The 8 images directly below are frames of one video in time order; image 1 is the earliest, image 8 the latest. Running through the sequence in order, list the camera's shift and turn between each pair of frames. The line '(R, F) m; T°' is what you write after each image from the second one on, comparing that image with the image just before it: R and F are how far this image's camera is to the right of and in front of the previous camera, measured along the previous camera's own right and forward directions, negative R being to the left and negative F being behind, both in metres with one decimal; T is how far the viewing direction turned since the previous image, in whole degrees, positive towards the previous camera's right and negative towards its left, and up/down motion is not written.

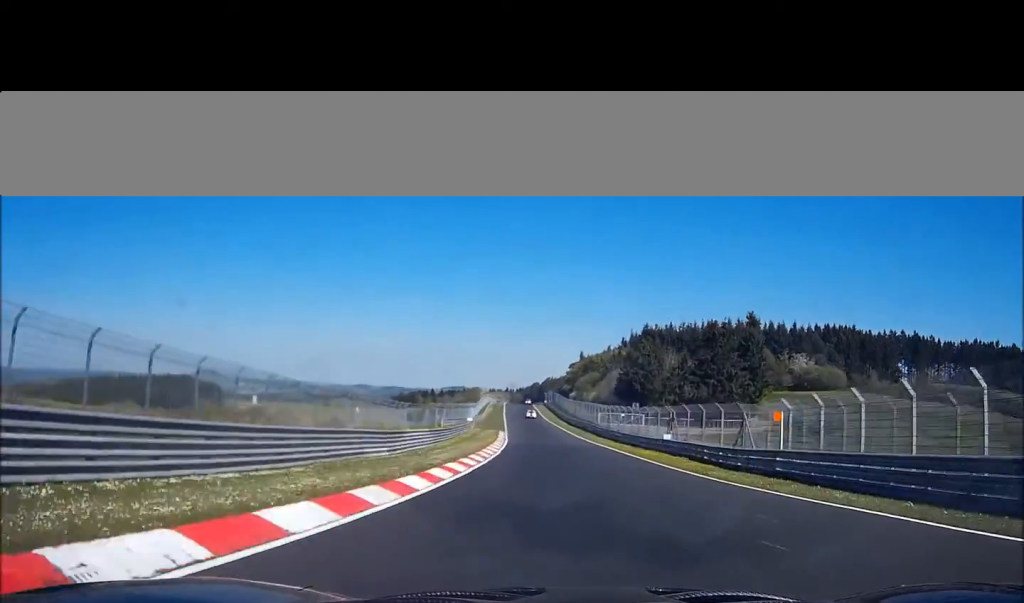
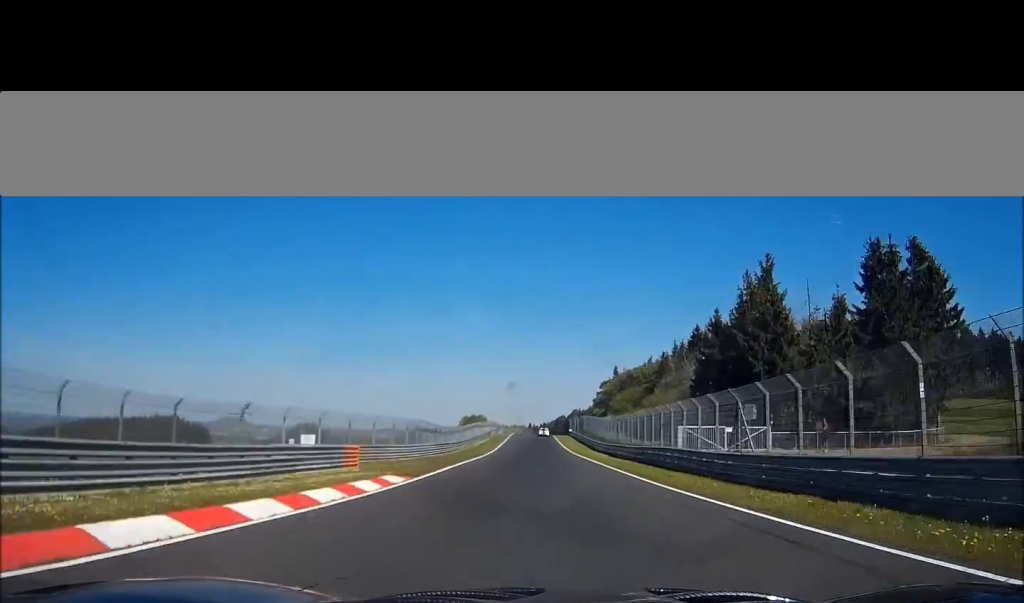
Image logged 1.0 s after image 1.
(-0.9, +56.3) m; -2°
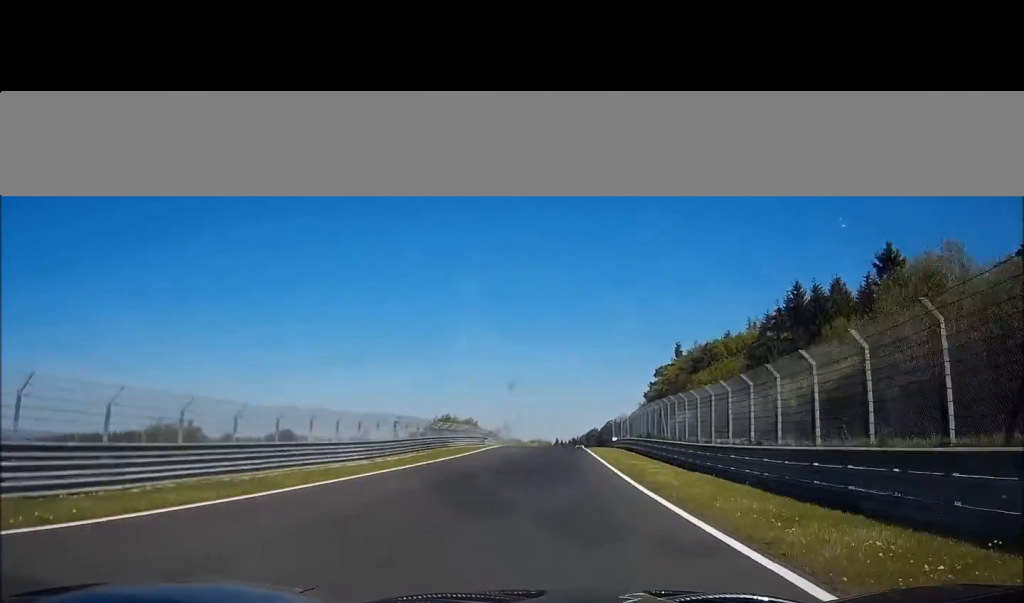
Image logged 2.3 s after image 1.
(-1.3, +69.0) m; -2°
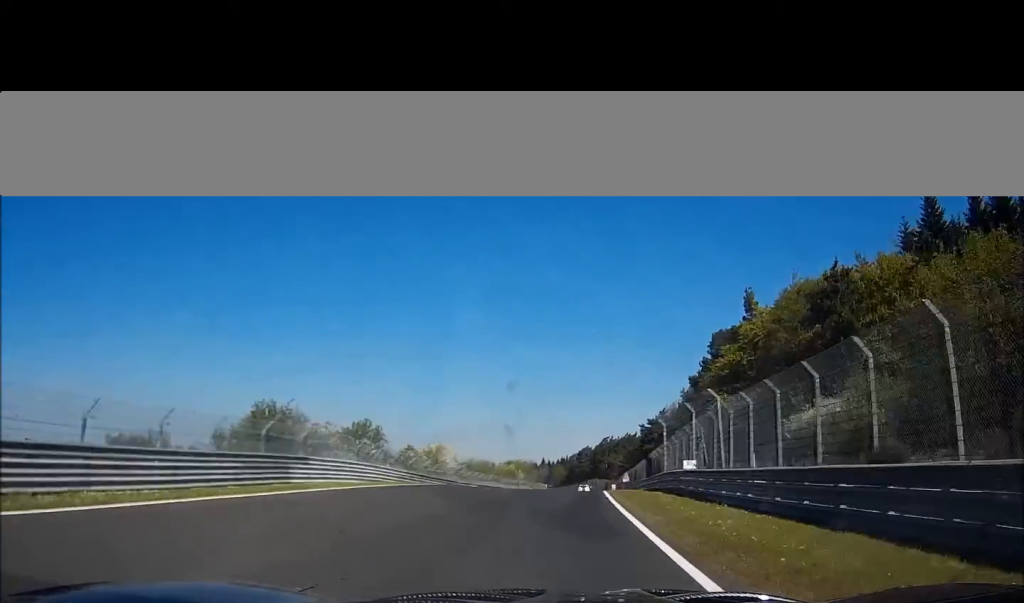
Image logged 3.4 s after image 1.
(+0.1, +56.9) m; +1°
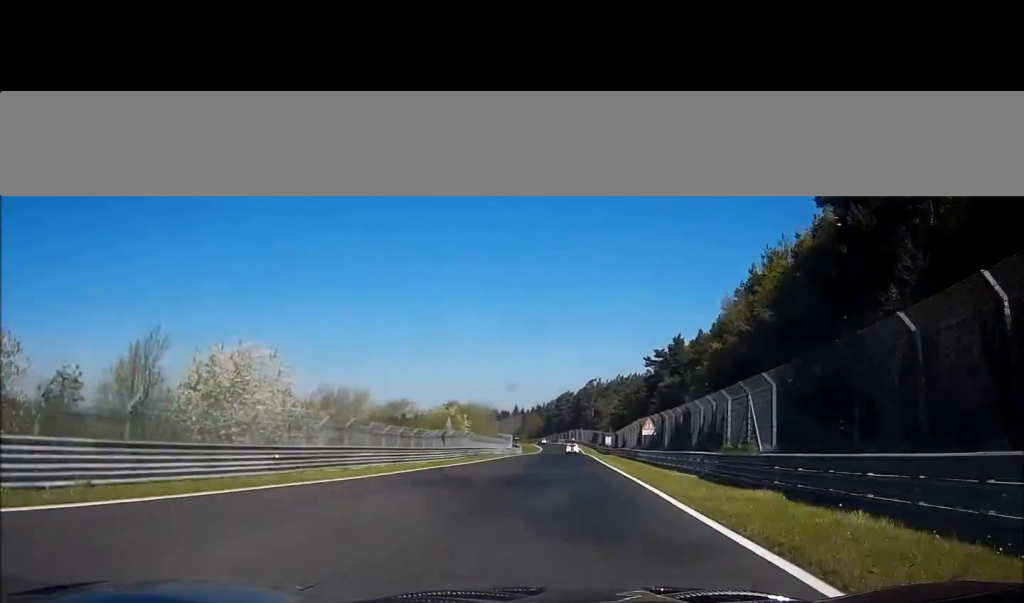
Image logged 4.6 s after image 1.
(+0.7, +56.8) m; 0°
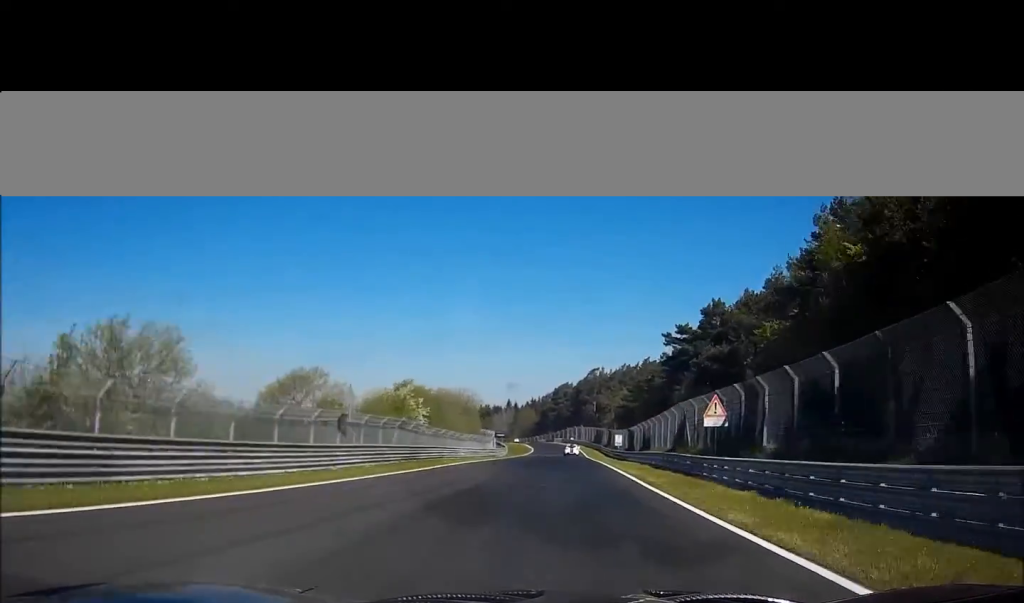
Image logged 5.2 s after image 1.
(+0.4, +28.5) m; -4°
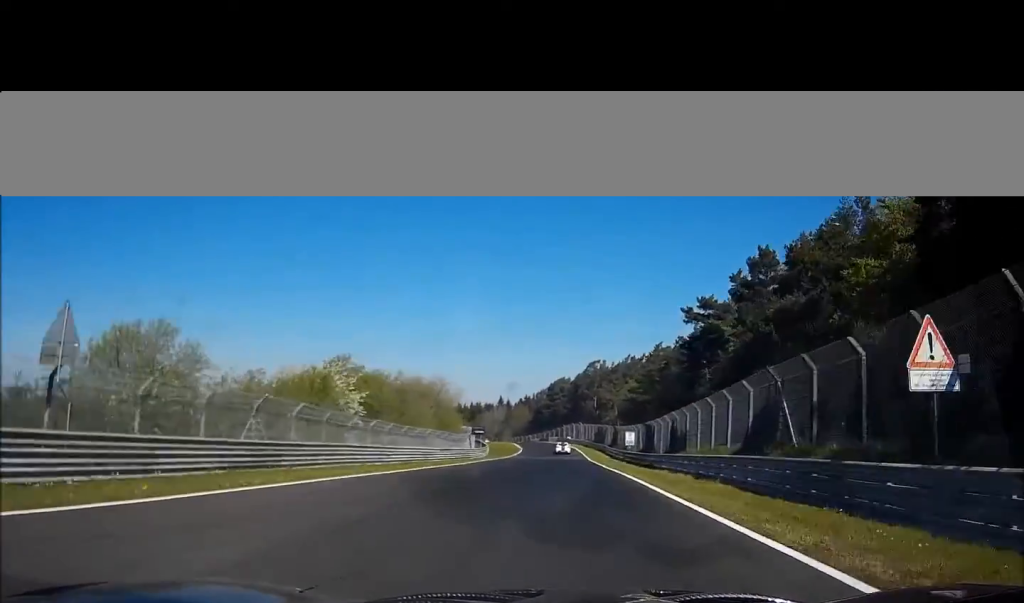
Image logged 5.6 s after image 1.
(+0.1, +21.6) m; -3°
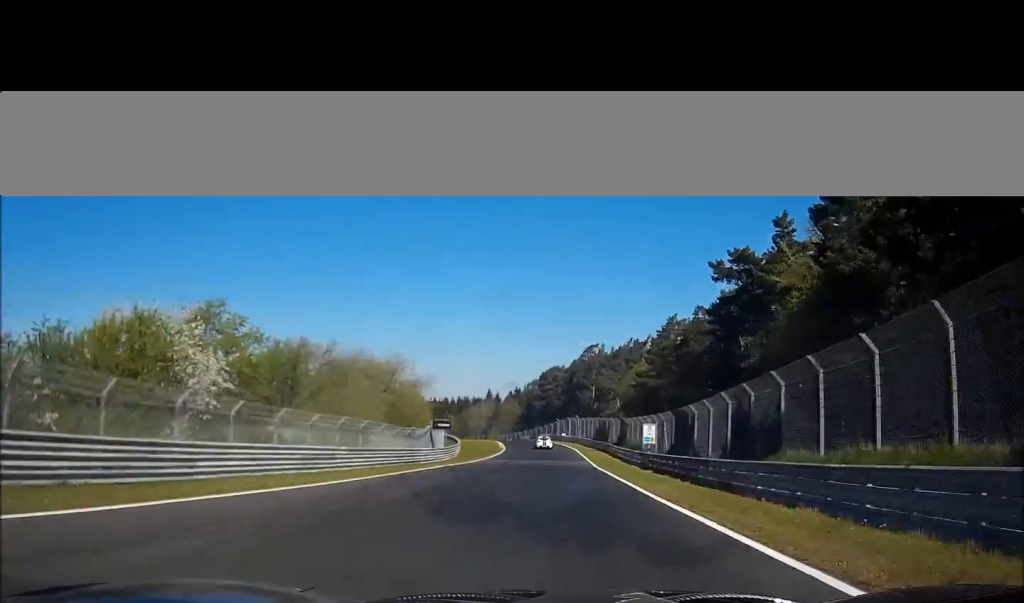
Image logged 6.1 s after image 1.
(-2.0, +20.6) m; -3°
